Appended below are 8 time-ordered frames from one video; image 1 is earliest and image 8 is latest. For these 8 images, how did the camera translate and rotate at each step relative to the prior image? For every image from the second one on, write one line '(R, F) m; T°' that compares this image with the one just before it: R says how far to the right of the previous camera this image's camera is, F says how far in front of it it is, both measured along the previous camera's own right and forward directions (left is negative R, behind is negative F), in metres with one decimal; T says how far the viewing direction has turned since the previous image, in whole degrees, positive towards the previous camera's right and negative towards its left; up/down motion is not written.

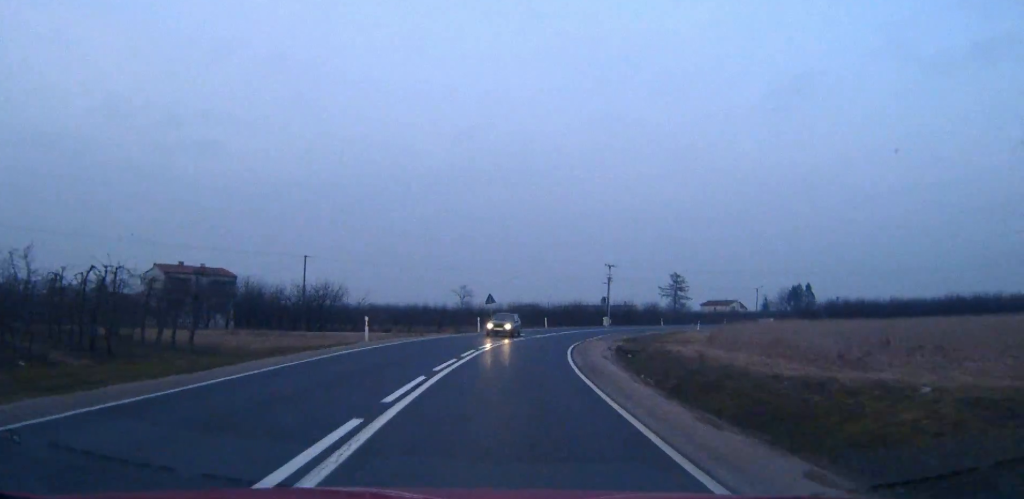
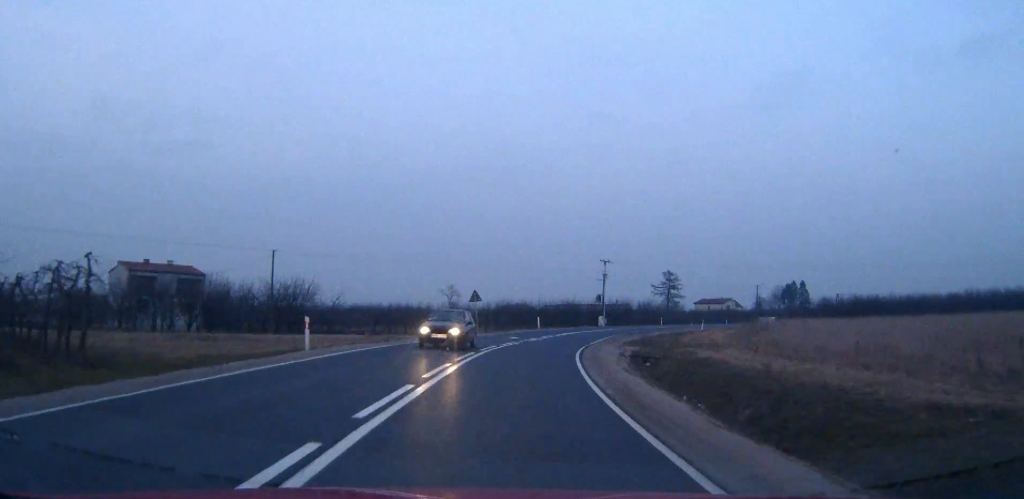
(0.0, +7.6) m; +1°
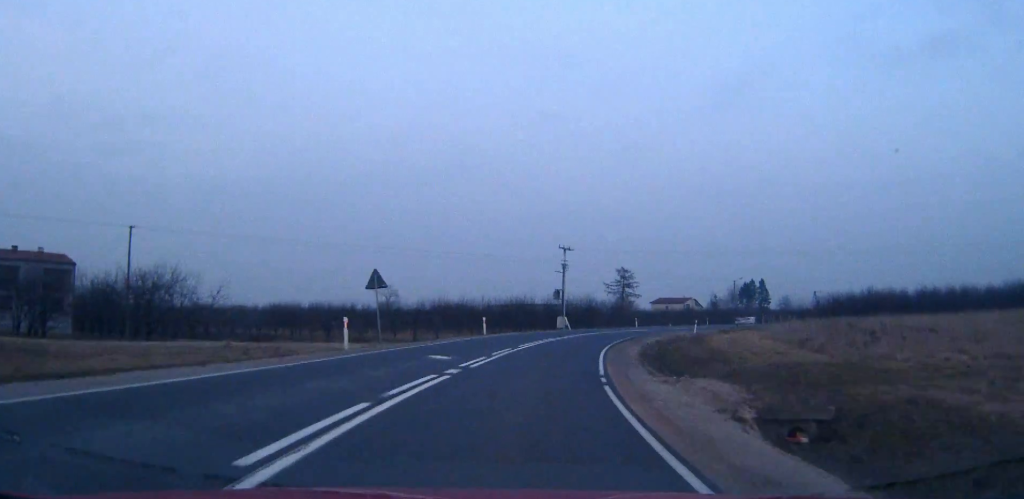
(+0.5, +20.6) m; +4°
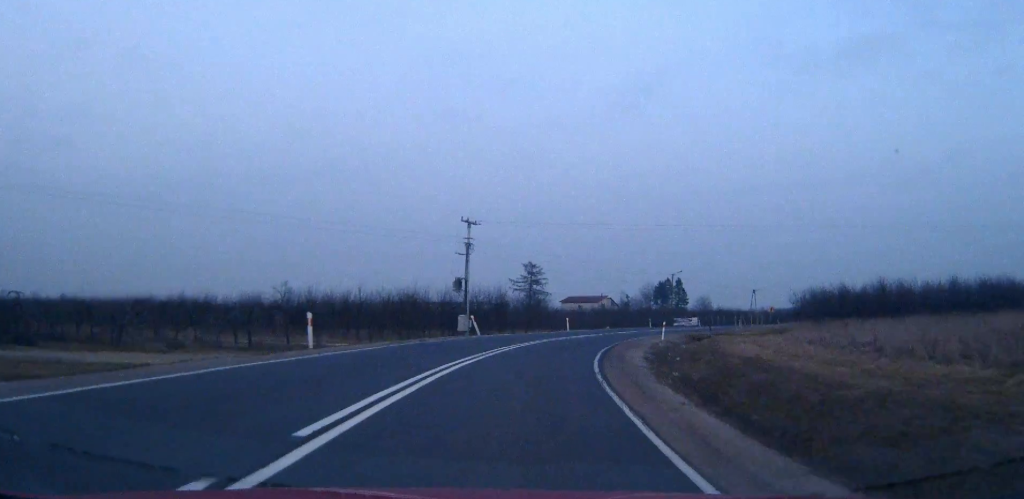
(+1.2, +22.8) m; +7°
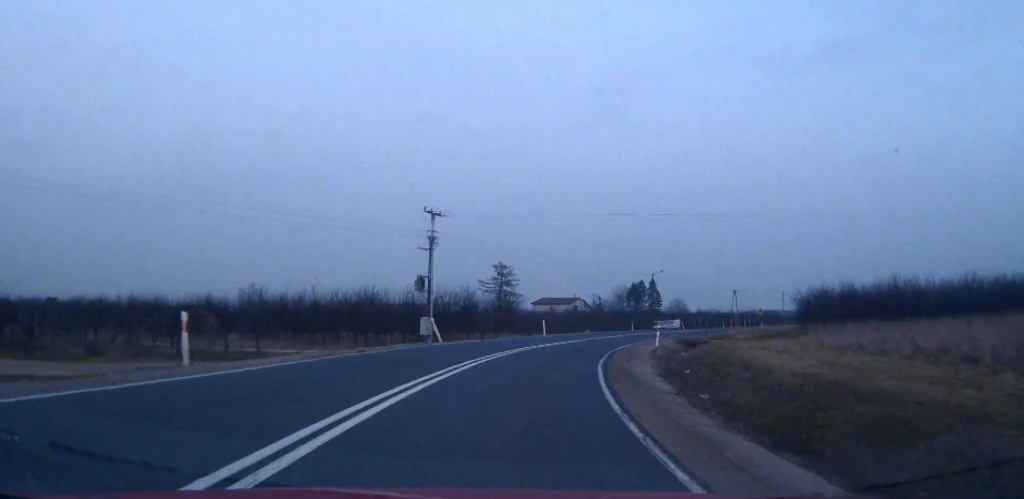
(+0.1, +7.0) m; +2°
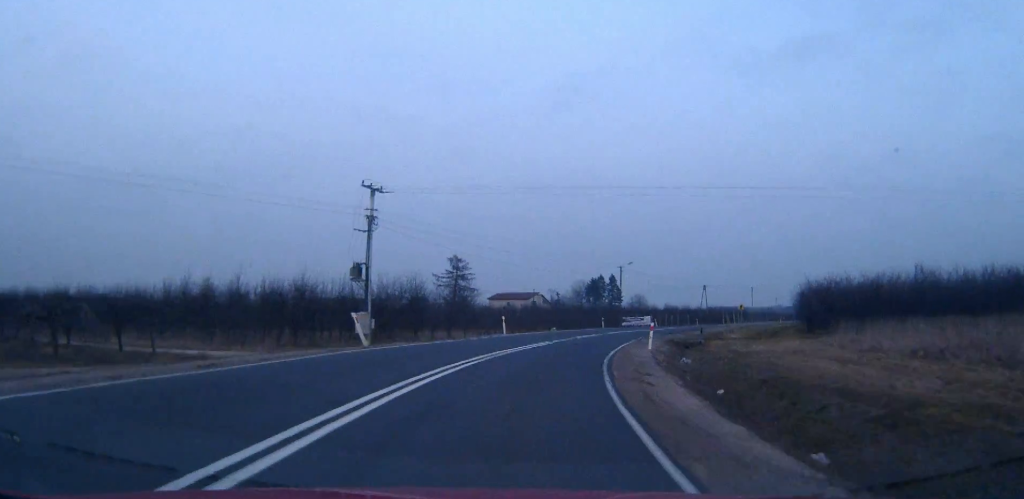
(+0.3, +9.1) m; +3°
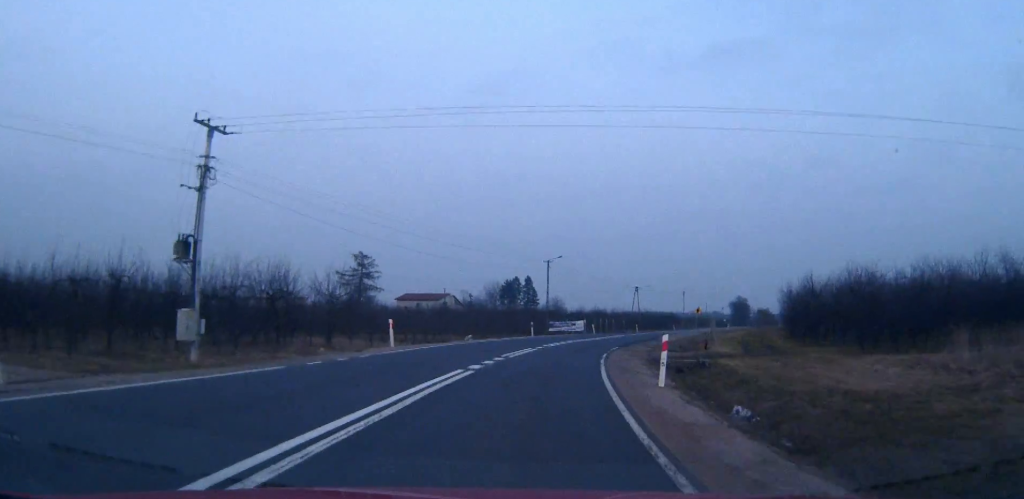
(+0.8, +15.9) m; +6°
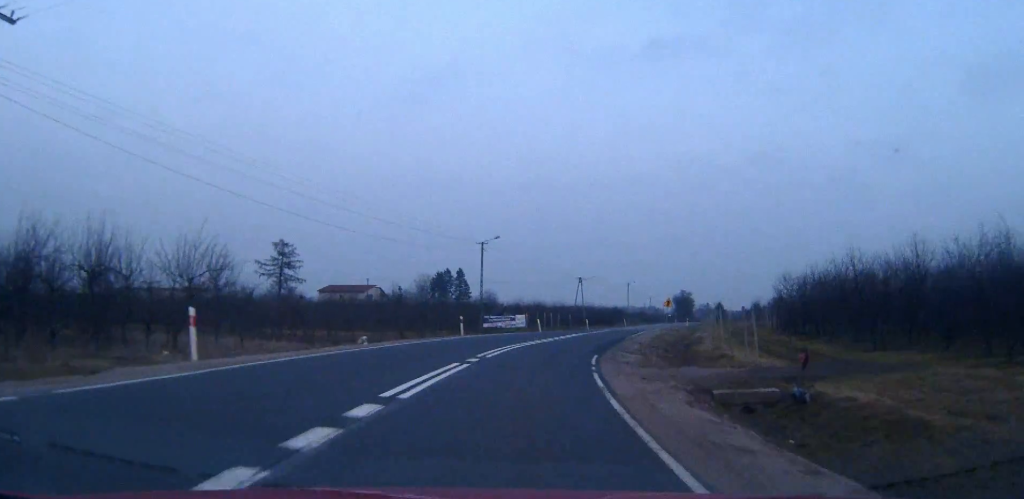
(+0.7, +13.8) m; +5°
